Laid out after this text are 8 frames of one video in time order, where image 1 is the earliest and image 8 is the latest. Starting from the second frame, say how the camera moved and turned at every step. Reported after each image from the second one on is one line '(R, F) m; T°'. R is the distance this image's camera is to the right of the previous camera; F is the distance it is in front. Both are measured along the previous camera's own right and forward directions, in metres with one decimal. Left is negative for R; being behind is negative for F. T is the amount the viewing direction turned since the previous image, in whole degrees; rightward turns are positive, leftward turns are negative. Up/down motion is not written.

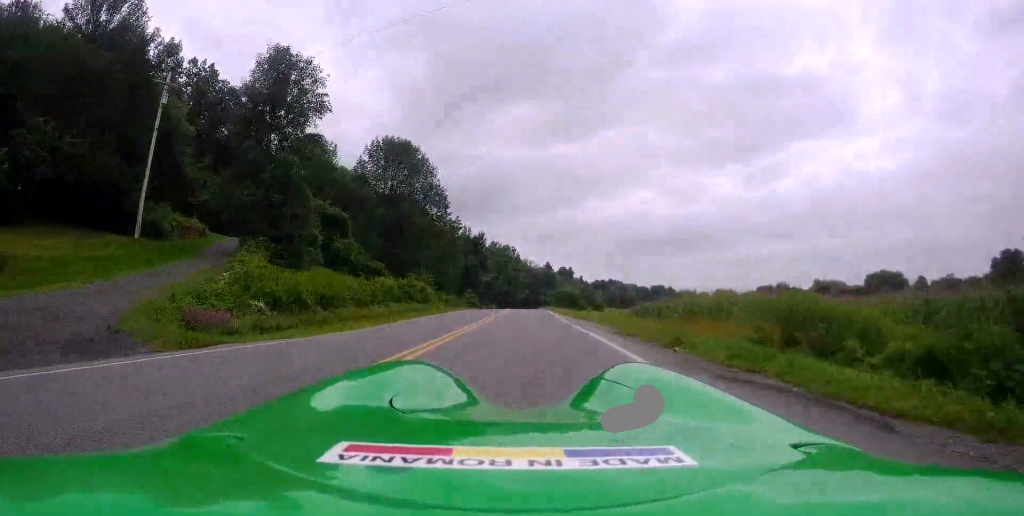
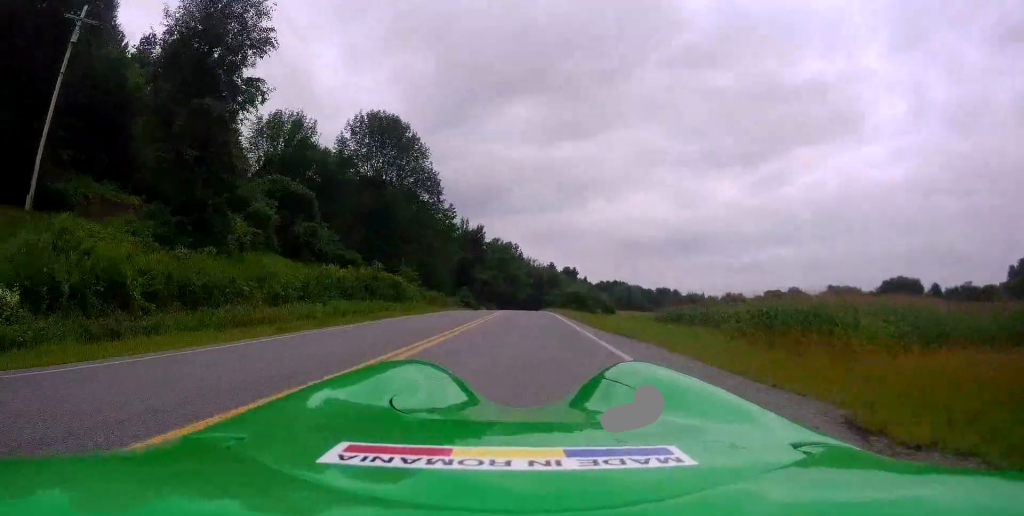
(-0.3, +11.2) m; -2°
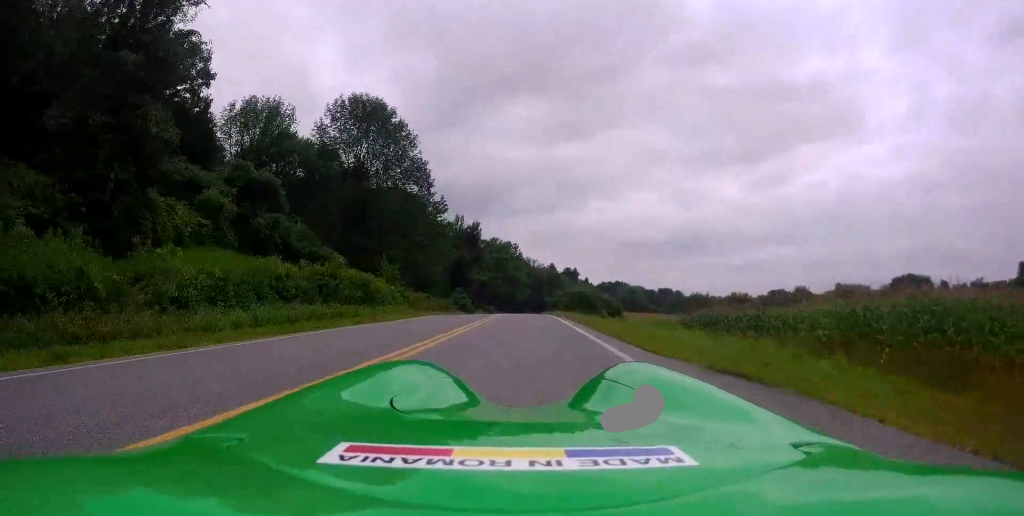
(-0.1, +7.0) m; 0°
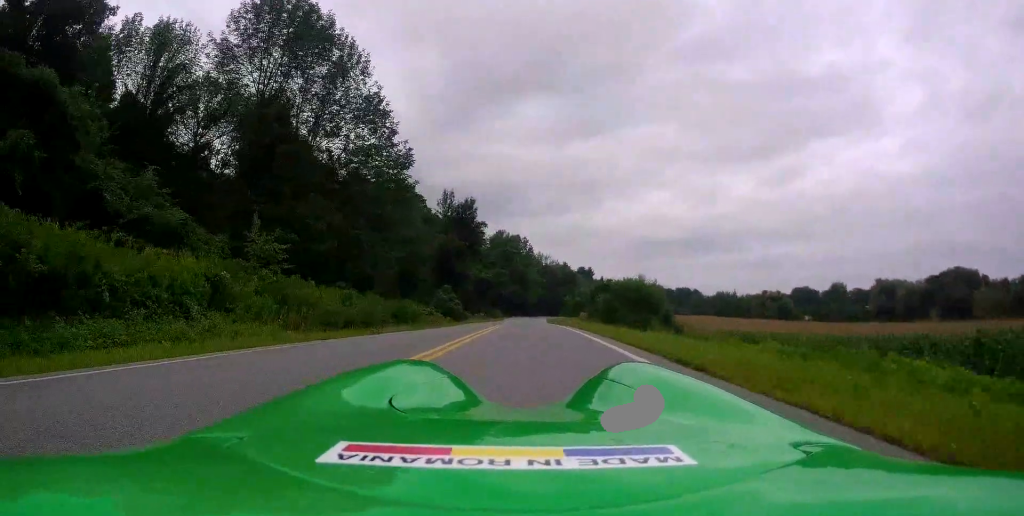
(-0.1, +25.0) m; -2°
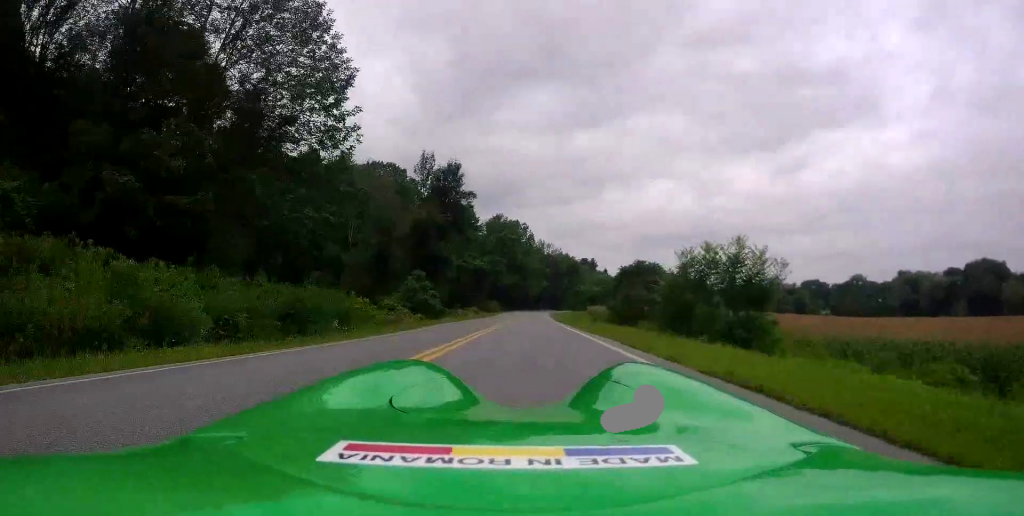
(-0.2, +15.8) m; -2°
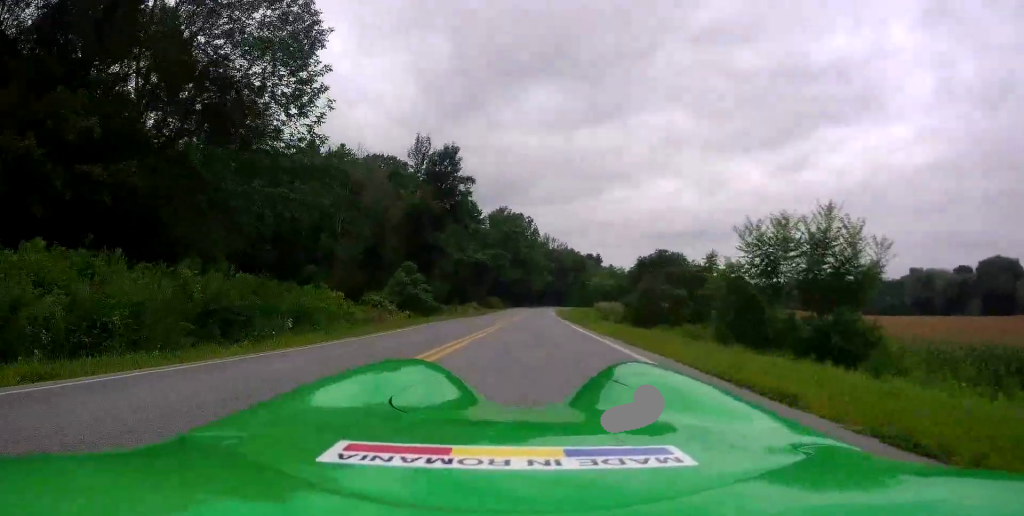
(-0.2, +5.2) m; 0°
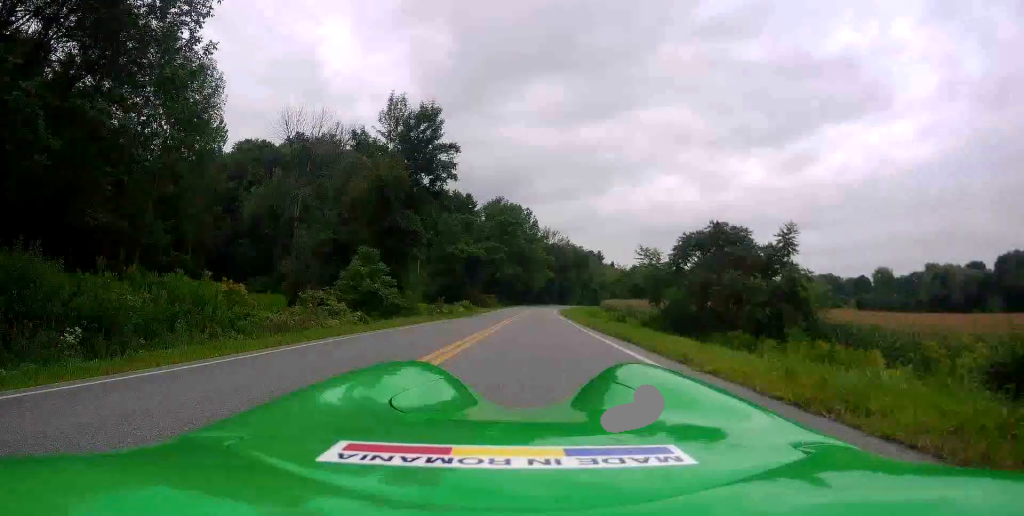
(0.0, +10.4) m; +1°
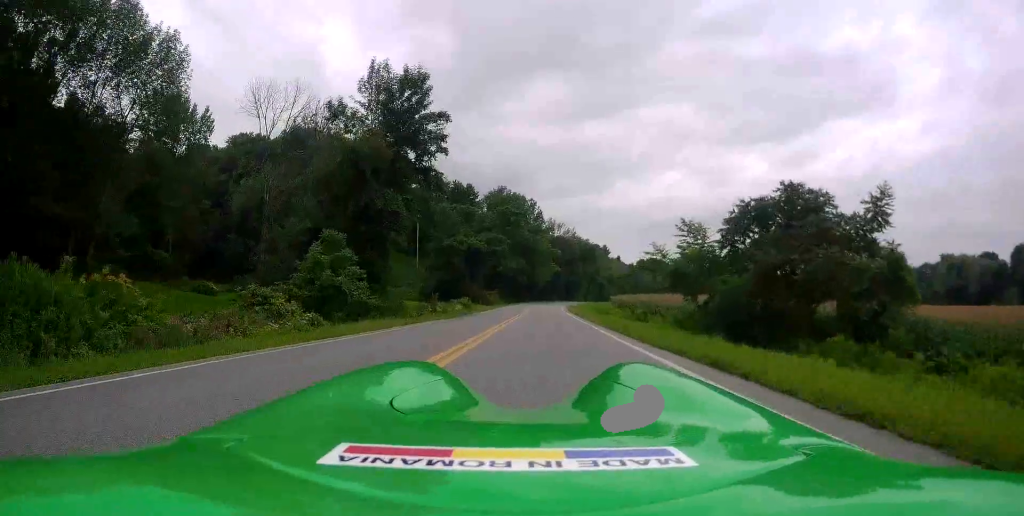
(+0.1, +6.5) m; +1°
